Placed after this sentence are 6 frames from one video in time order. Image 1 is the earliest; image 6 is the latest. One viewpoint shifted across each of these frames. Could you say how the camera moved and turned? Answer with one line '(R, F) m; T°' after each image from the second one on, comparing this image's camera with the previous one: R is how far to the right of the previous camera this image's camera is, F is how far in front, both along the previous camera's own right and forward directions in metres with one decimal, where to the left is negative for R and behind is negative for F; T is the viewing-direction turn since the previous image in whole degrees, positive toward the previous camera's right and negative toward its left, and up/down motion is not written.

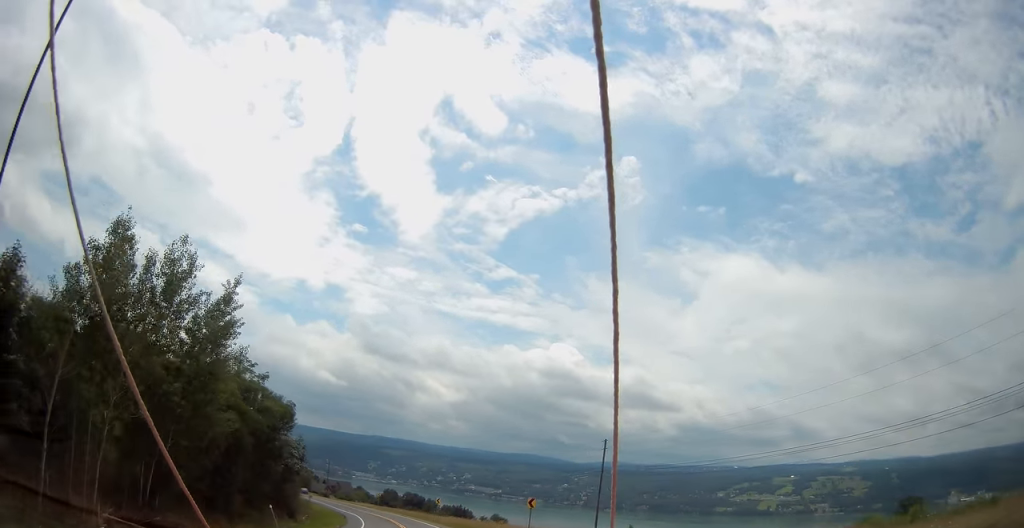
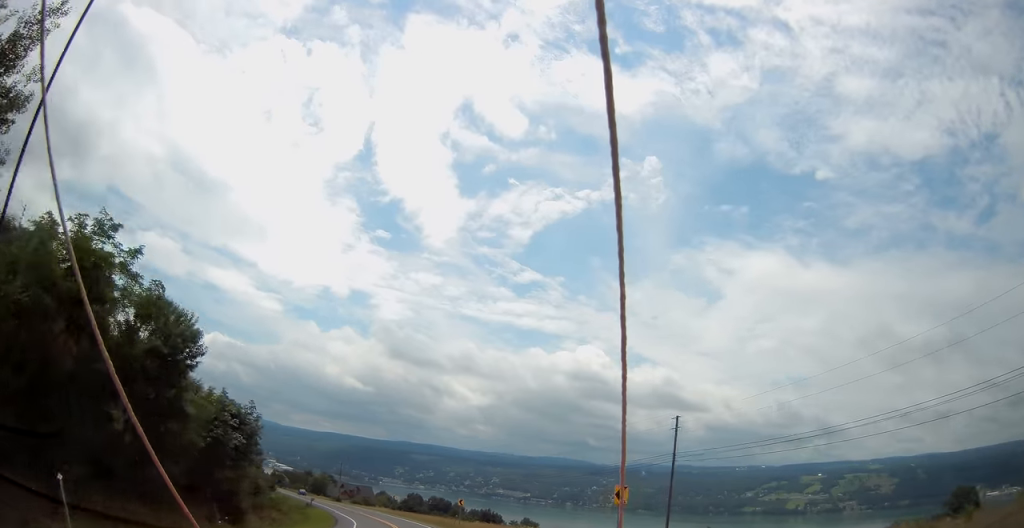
(-0.8, +16.1) m; -5°
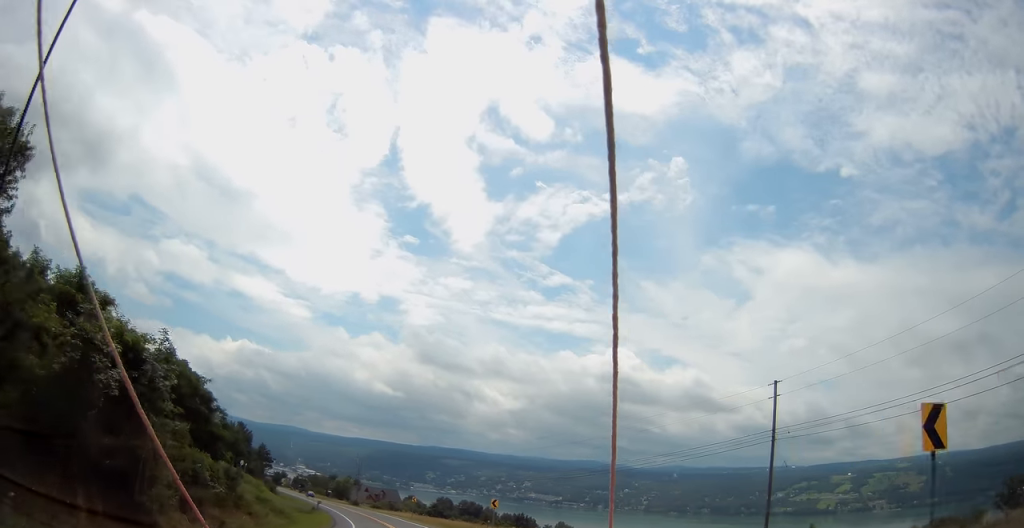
(-0.3, +13.3) m; -3°
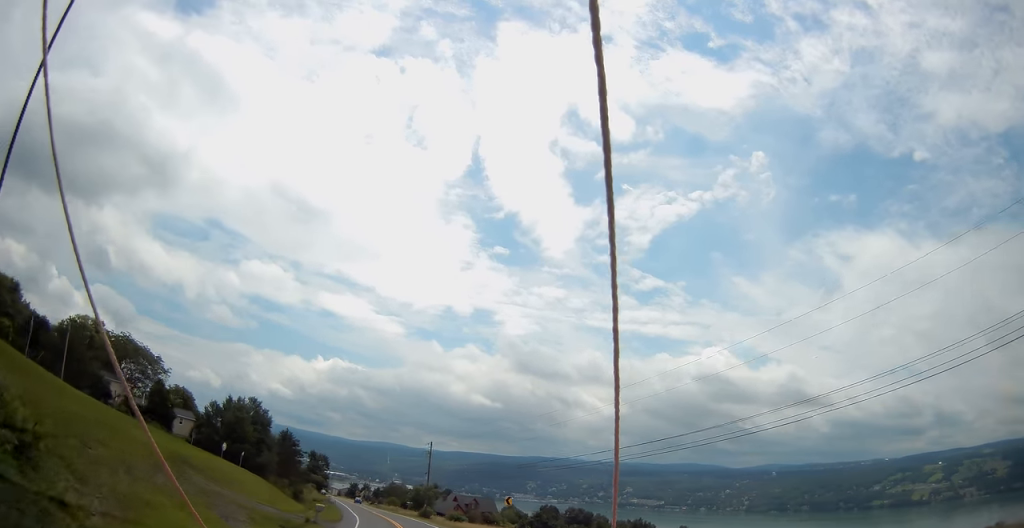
(-2.3, +38.5) m; -8°
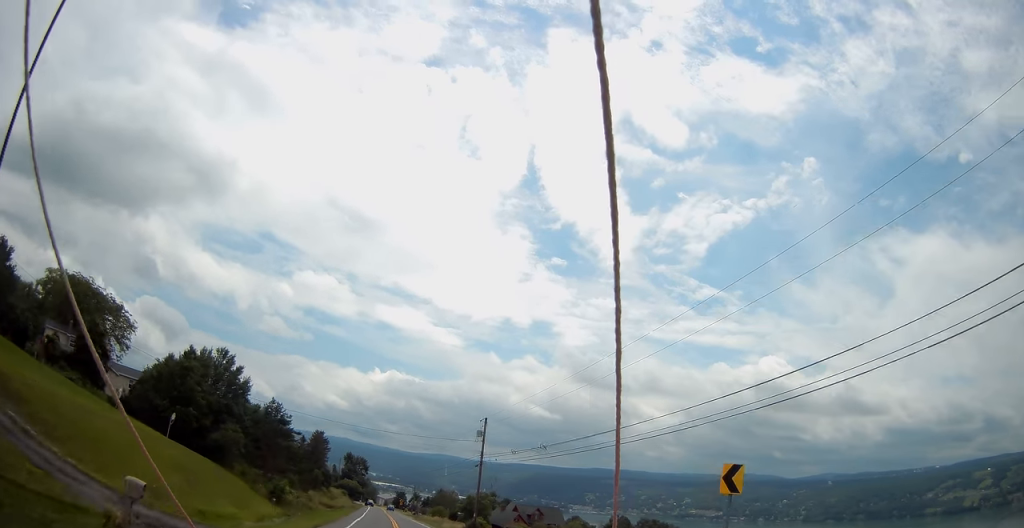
(-2.0, +28.1) m; -7°
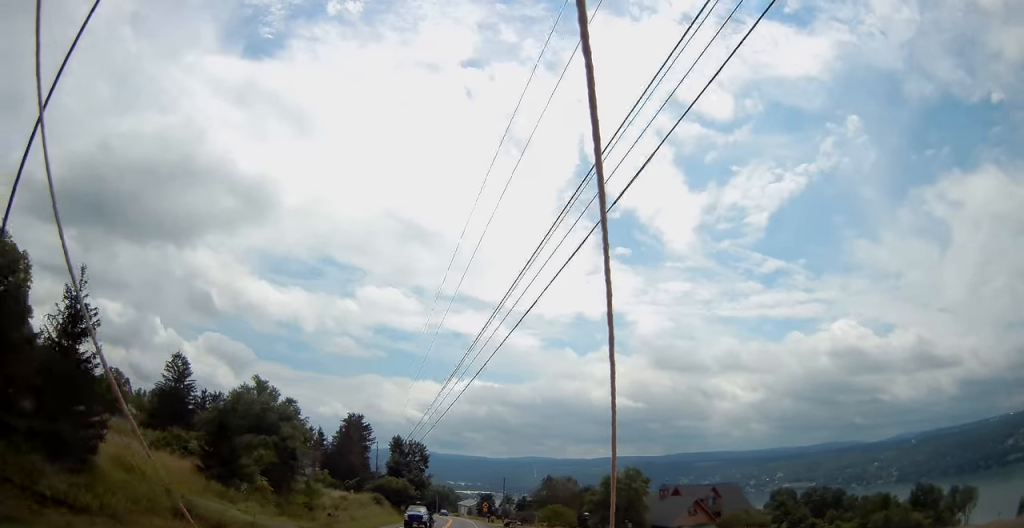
(-5.3, +62.6) m; -7°
